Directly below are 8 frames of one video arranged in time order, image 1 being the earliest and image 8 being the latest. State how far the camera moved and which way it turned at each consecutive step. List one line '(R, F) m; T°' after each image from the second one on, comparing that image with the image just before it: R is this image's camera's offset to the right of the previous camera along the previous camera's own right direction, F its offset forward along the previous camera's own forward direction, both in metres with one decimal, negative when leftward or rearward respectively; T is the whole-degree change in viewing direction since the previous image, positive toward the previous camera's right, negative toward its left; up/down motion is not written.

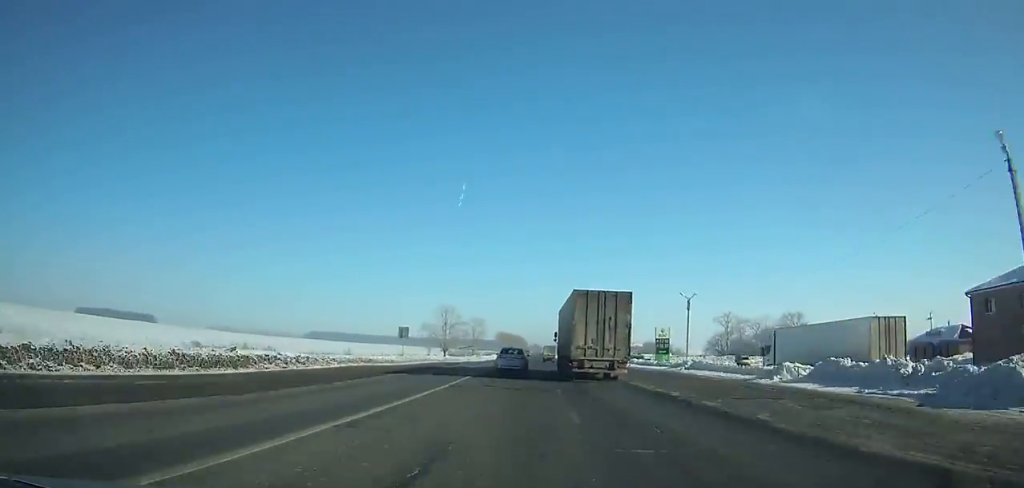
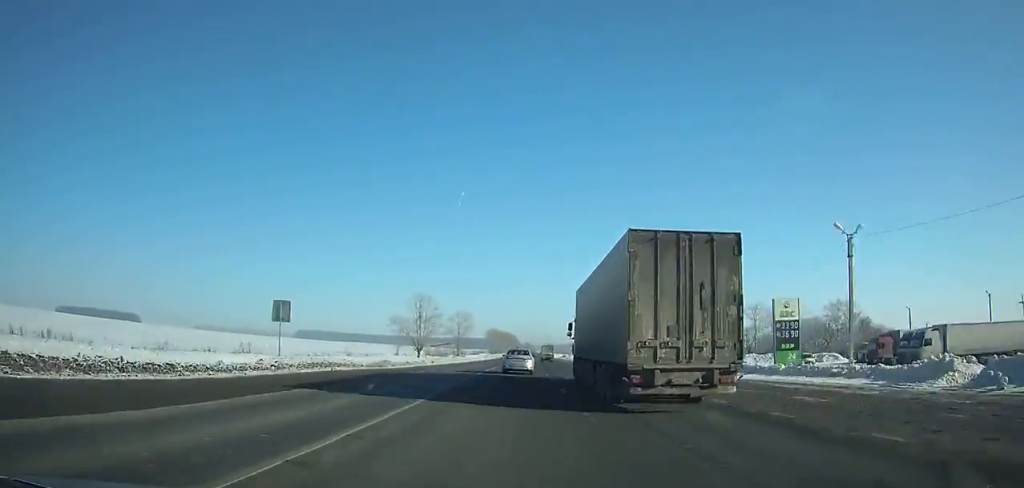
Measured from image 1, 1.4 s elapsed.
(0.0, +30.7) m; 0°
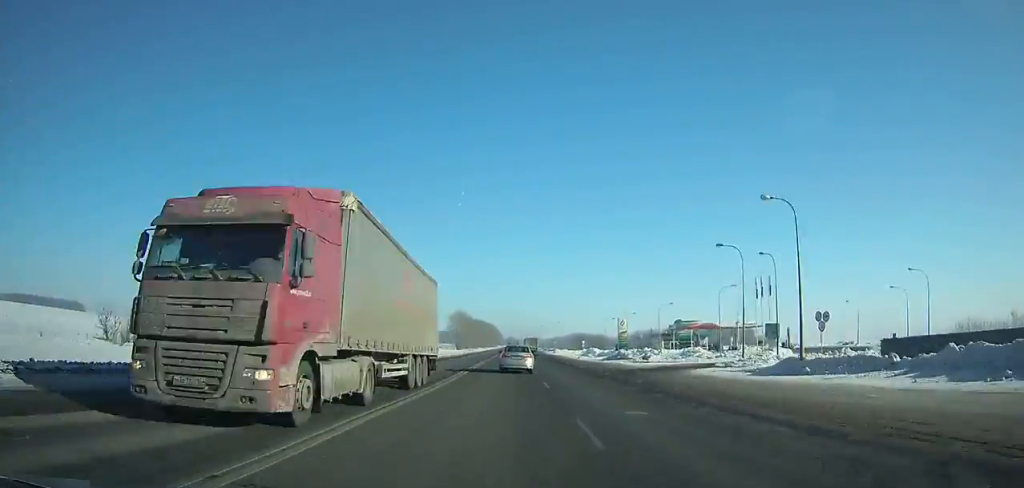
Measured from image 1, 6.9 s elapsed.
(+2.5, +126.9) m; +1°
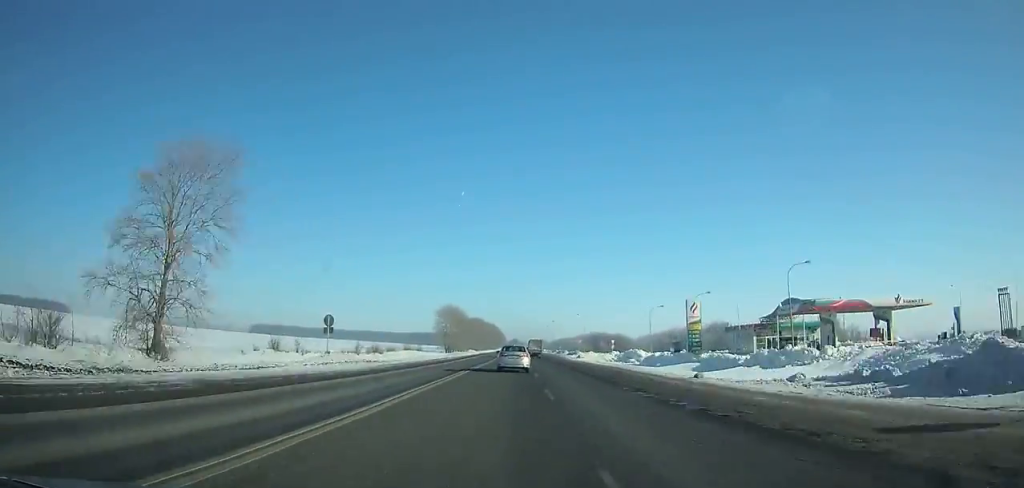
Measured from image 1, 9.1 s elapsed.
(-0.2, +52.5) m; 0°
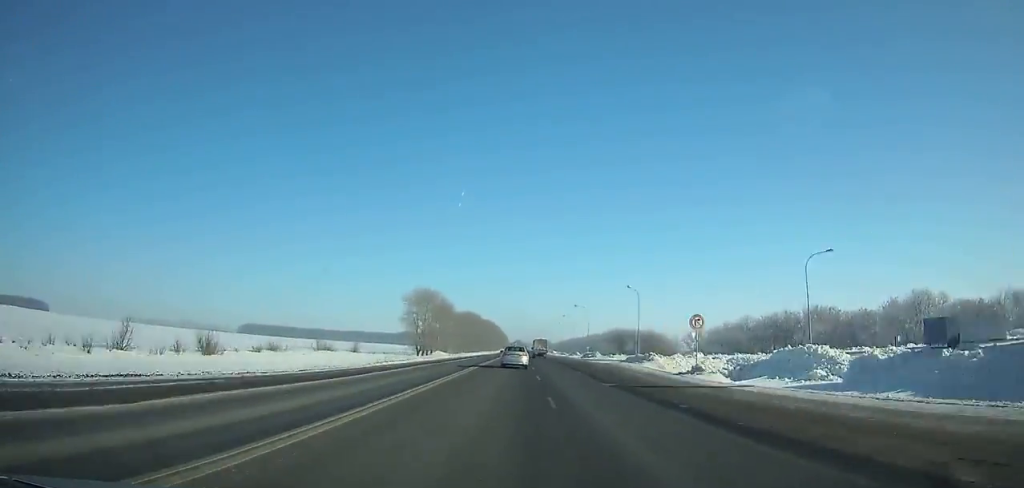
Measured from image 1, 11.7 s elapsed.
(-0.2, +62.8) m; 0°
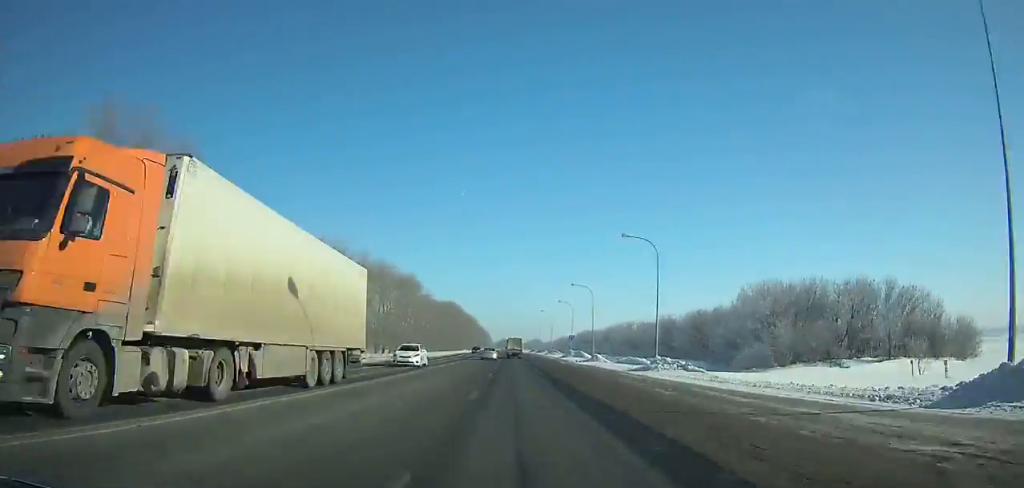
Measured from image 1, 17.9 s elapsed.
(+1.3, +151.7) m; 0°
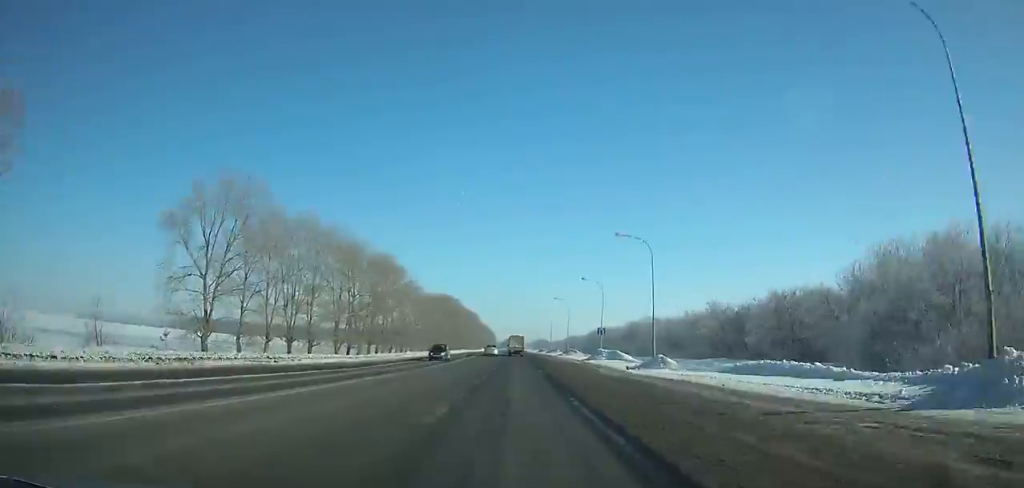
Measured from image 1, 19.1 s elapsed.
(0.0, +29.4) m; 0°
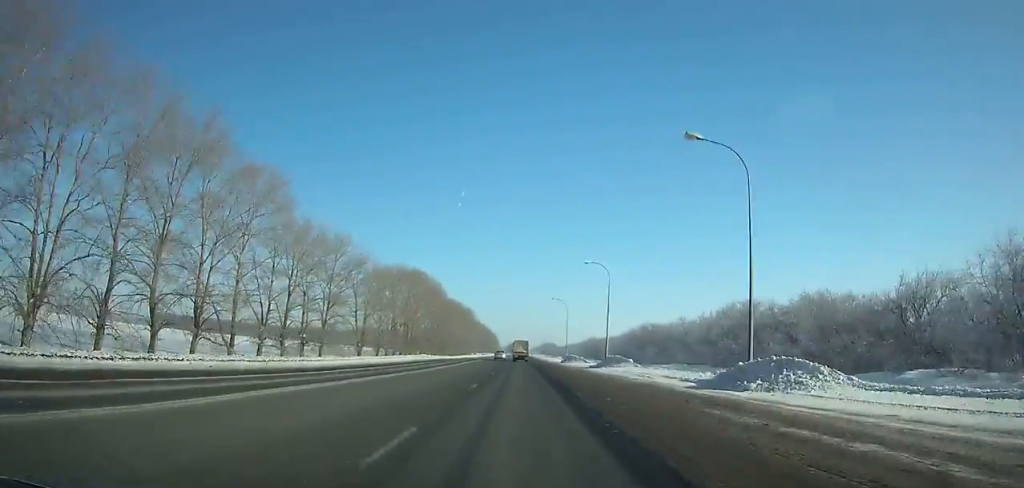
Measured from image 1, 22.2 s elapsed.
(-0.4, +76.1) m; -1°
